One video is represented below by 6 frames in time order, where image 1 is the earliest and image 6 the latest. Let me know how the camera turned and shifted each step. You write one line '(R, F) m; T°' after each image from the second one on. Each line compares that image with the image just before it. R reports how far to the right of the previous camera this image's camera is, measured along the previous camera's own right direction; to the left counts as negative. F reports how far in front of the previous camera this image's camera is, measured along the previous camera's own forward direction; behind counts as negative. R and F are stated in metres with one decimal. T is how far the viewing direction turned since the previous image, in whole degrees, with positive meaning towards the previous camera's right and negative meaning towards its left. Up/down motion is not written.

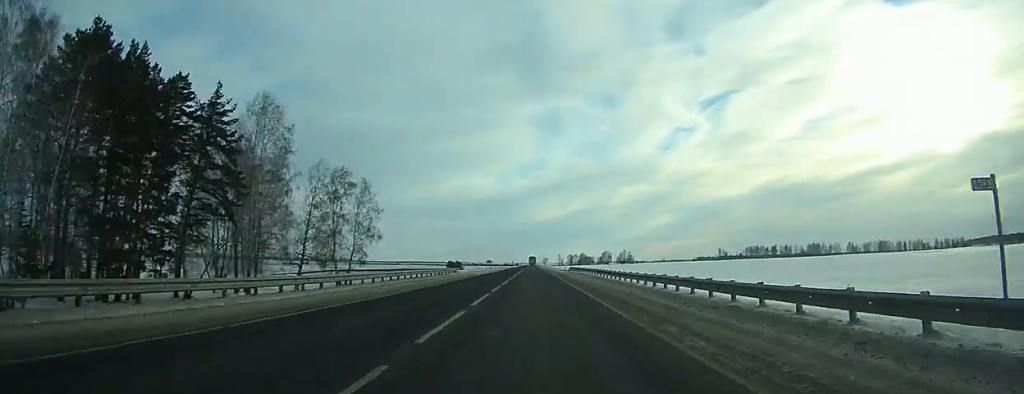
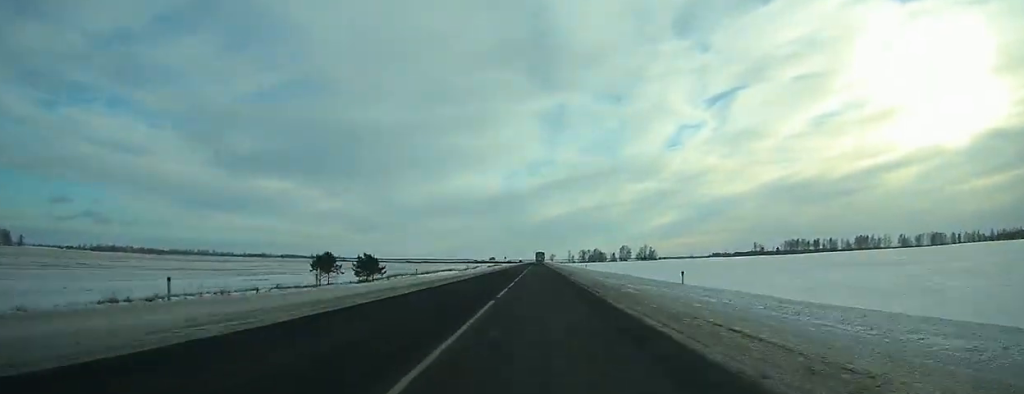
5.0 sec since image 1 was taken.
(-0.2, +139.4) m; 0°
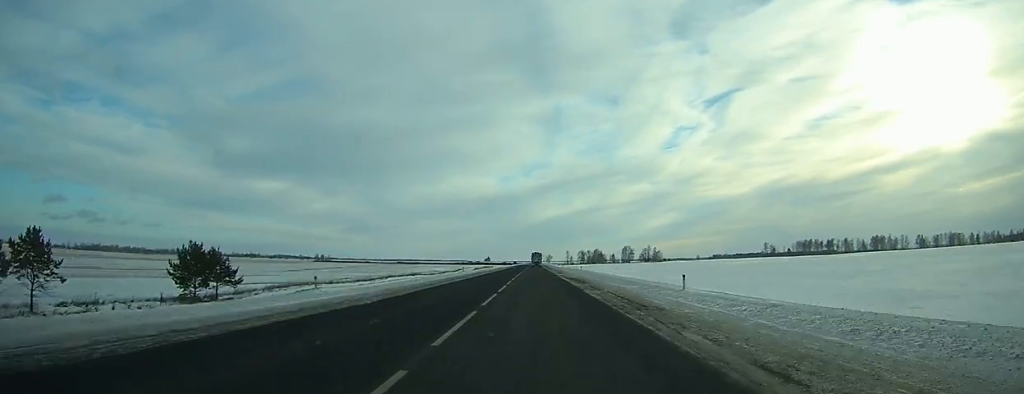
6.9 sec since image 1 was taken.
(+0.1, +50.0) m; 0°
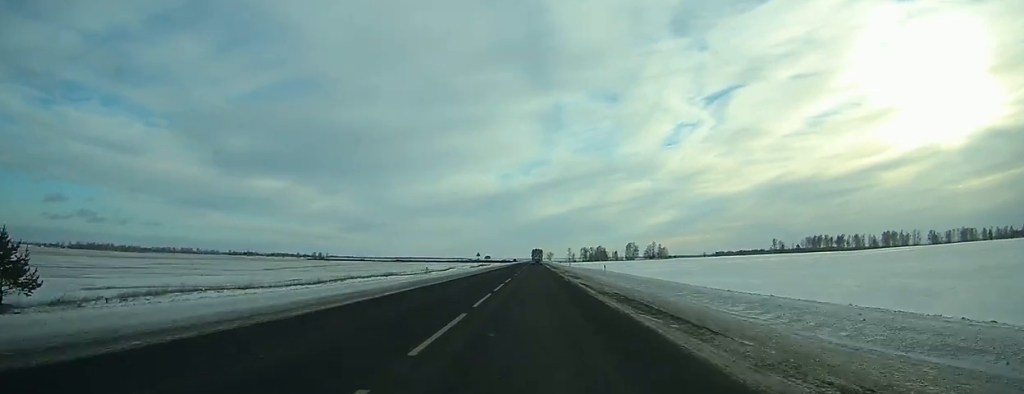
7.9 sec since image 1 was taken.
(0.0, +22.7) m; 0°
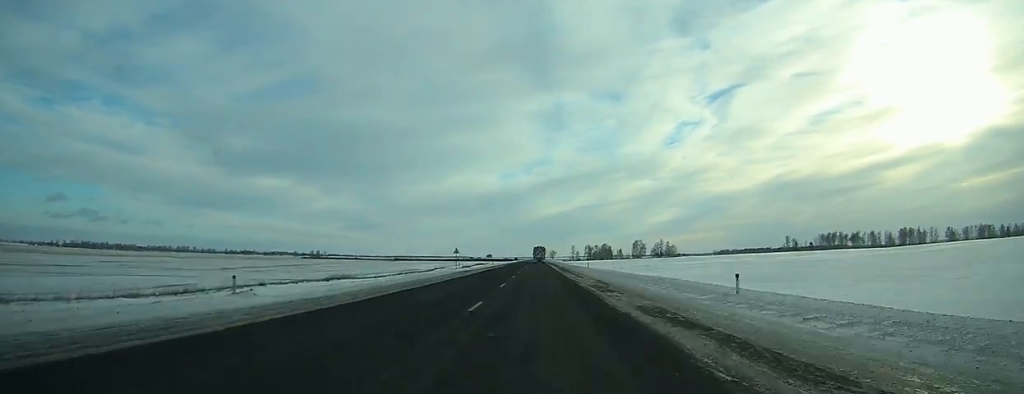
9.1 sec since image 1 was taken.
(0.0, +28.0) m; 0°
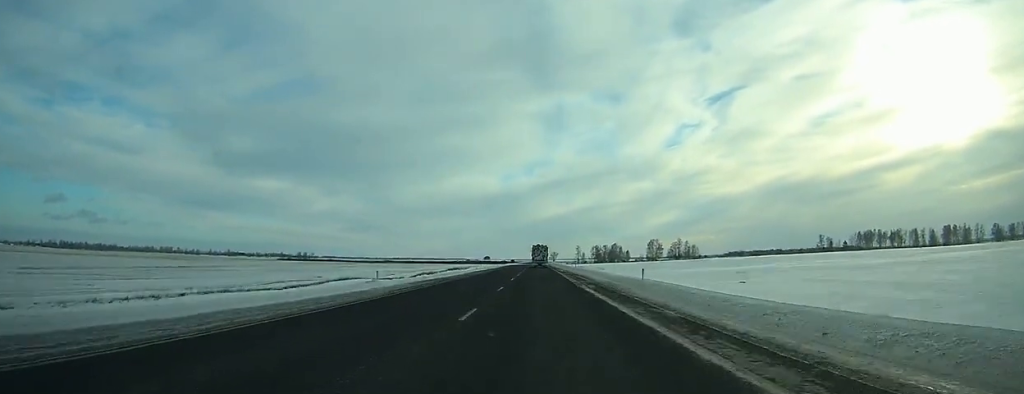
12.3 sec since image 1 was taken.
(-0.1, +76.0) m; 0°
